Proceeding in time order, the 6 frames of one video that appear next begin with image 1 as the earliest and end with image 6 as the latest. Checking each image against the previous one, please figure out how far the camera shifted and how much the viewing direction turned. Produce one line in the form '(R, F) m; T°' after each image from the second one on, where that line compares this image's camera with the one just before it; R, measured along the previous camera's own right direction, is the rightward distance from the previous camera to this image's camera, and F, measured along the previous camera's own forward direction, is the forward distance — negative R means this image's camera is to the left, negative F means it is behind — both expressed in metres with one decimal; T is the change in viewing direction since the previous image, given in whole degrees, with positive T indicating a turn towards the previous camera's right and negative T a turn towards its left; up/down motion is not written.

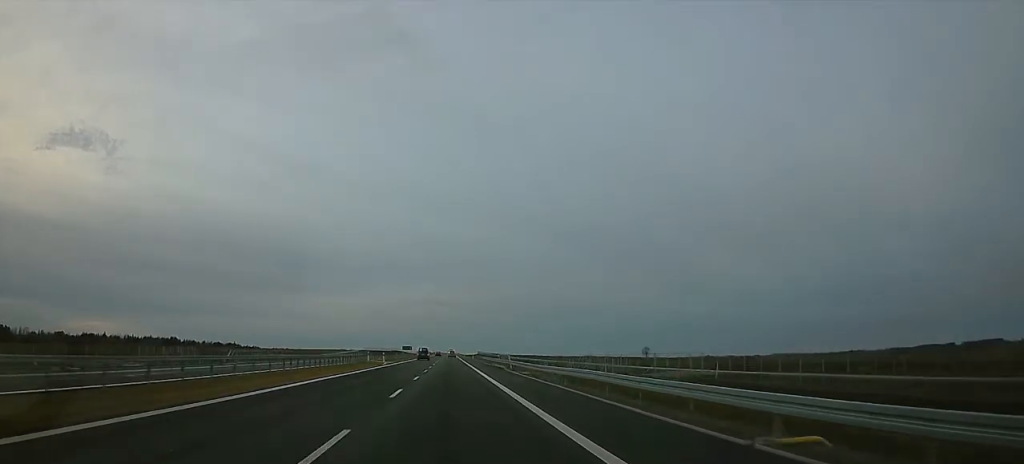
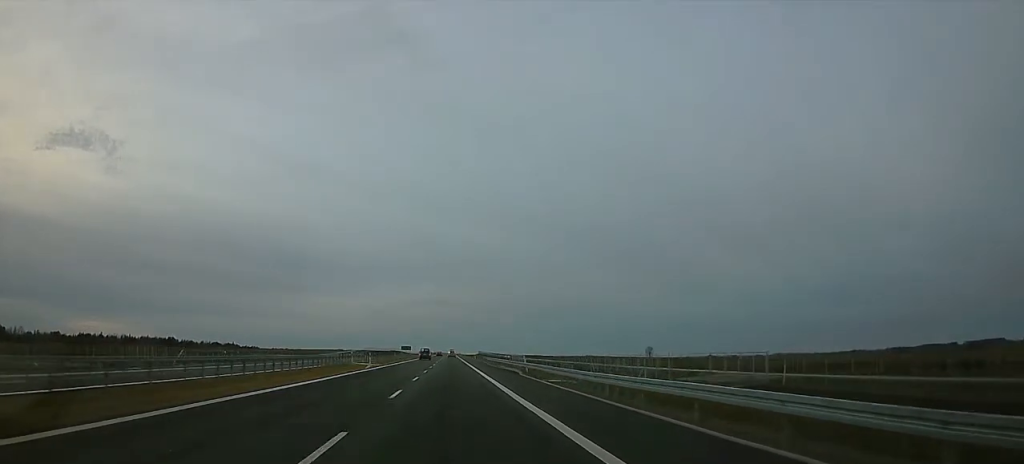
(0.0, +12.3) m; 0°
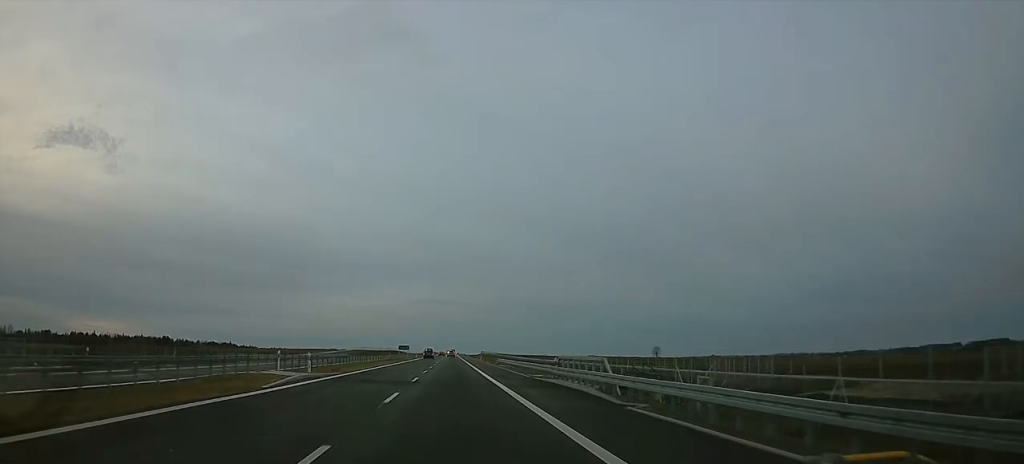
(0.0, +25.5) m; 0°
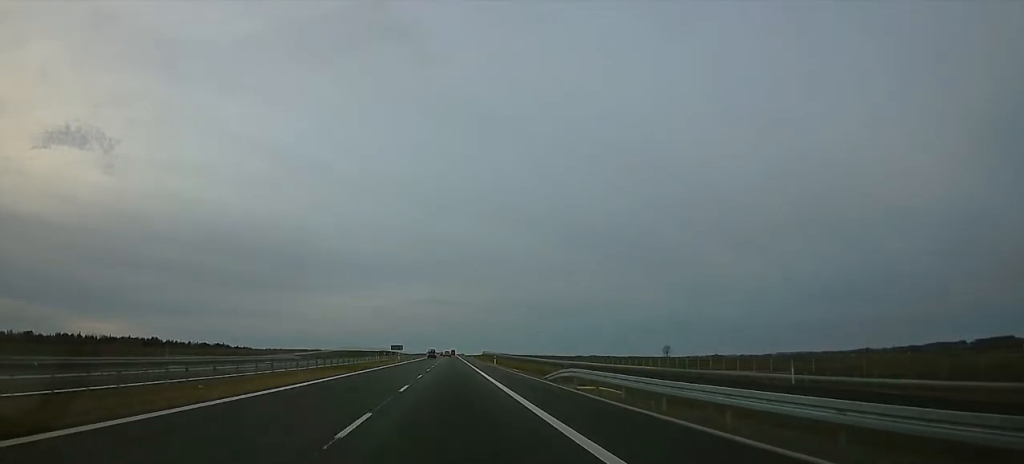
(0.0, +43.0) m; -2°
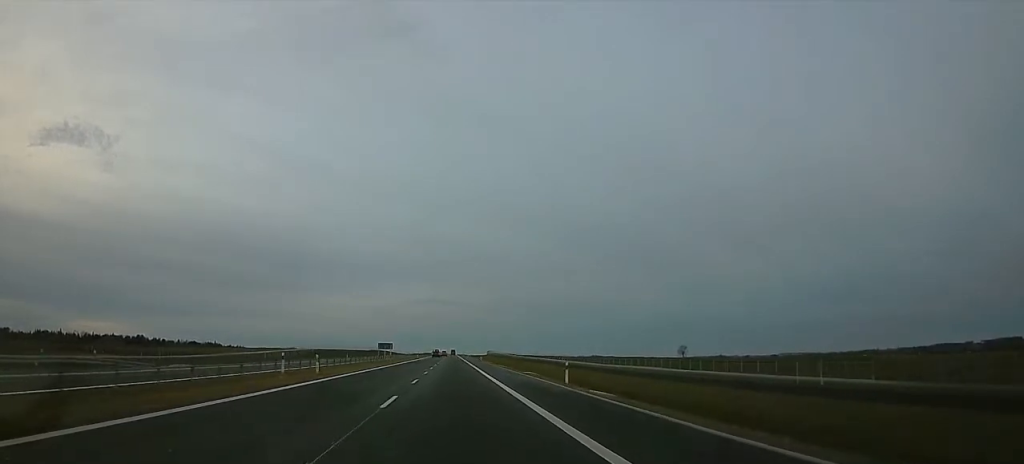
(-2.0, +55.5) m; -1°
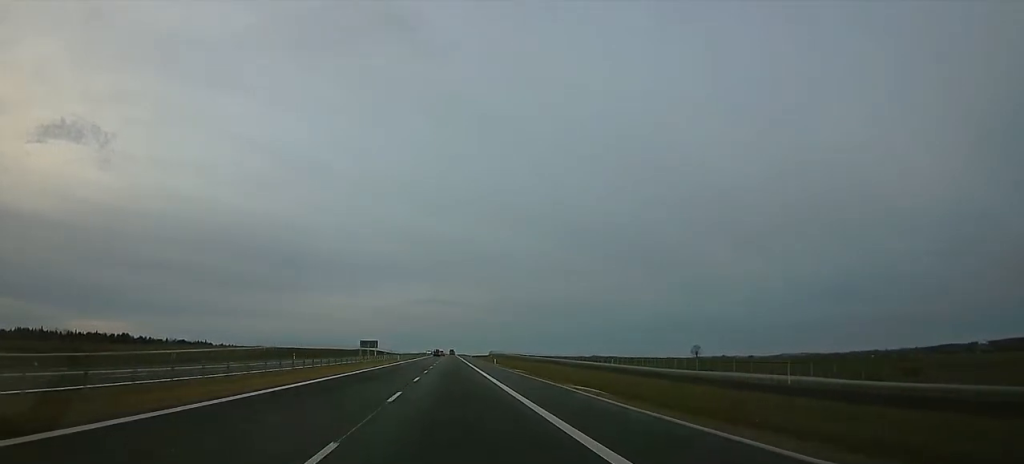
(+1.9, +46.1) m; +2°
